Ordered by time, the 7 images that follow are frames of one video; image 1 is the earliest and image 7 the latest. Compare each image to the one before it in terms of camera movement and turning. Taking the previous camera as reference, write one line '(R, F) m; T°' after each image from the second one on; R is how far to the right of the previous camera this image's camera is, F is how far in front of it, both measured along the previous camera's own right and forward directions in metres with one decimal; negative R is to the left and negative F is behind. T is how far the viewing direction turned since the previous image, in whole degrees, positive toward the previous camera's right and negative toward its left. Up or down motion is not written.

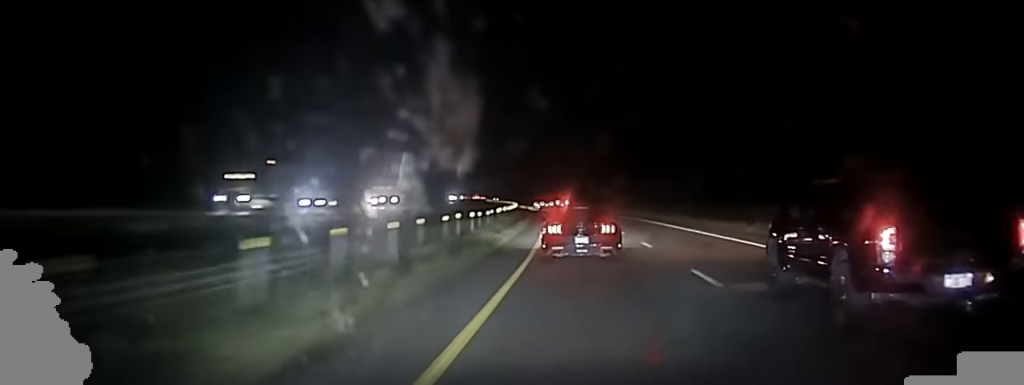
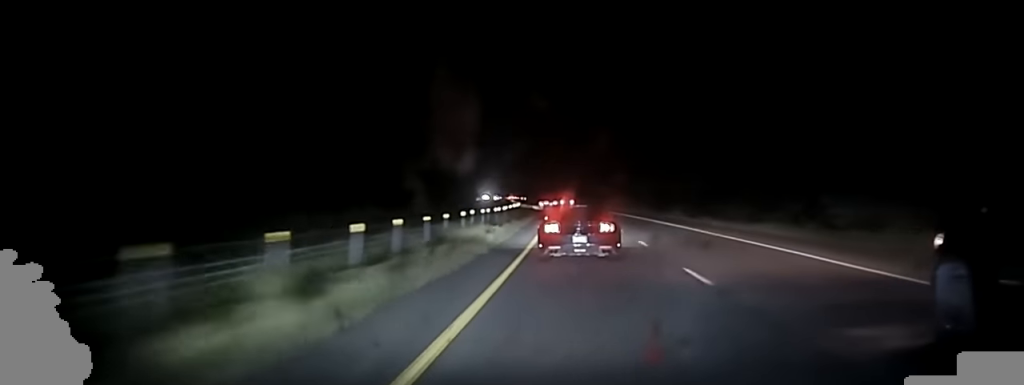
(-1.8, +85.5) m; -3°
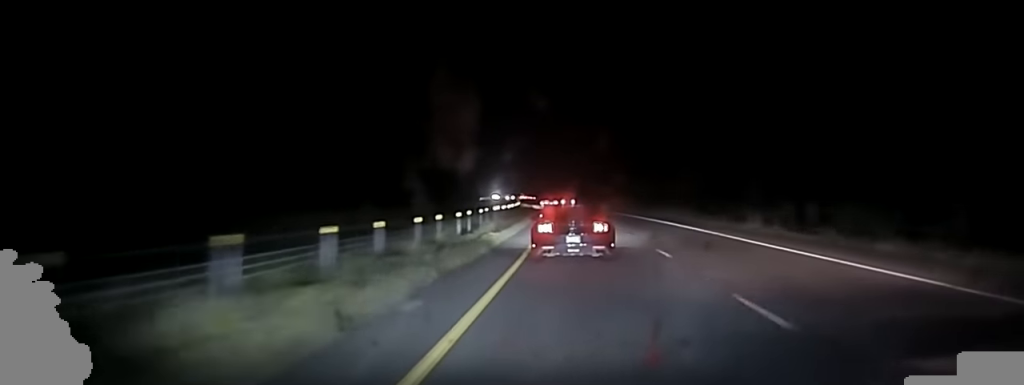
(-0.5, +30.1) m; -1°
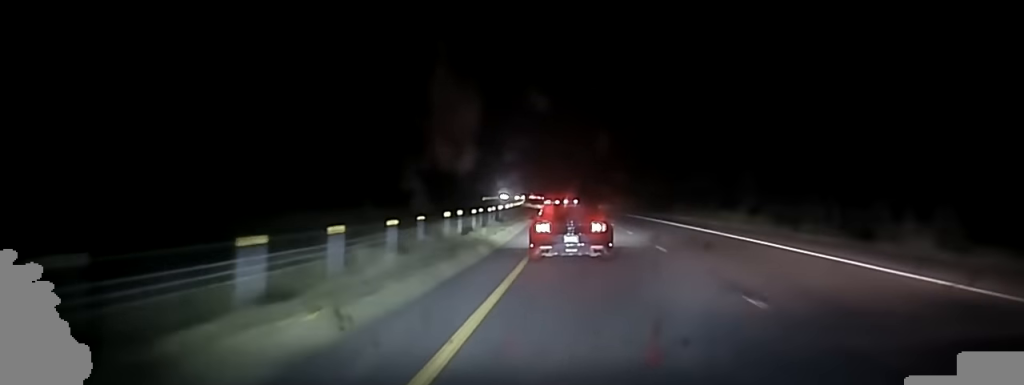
(0.0, +22.9) m; -1°
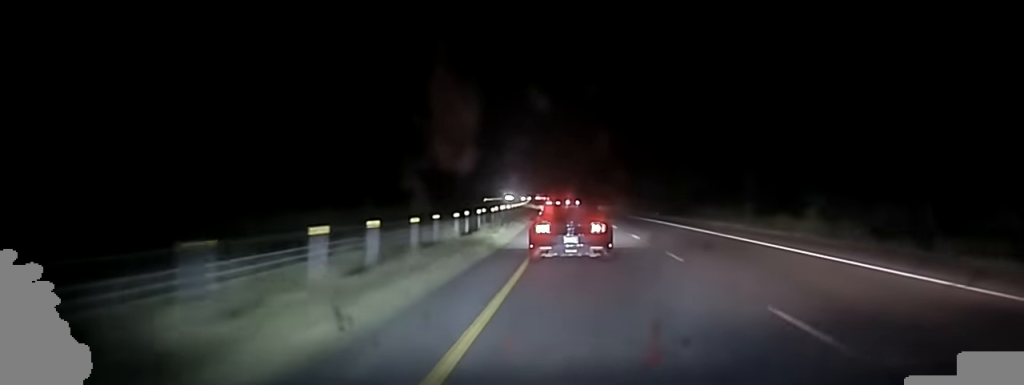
(-0.2, +14.4) m; 0°
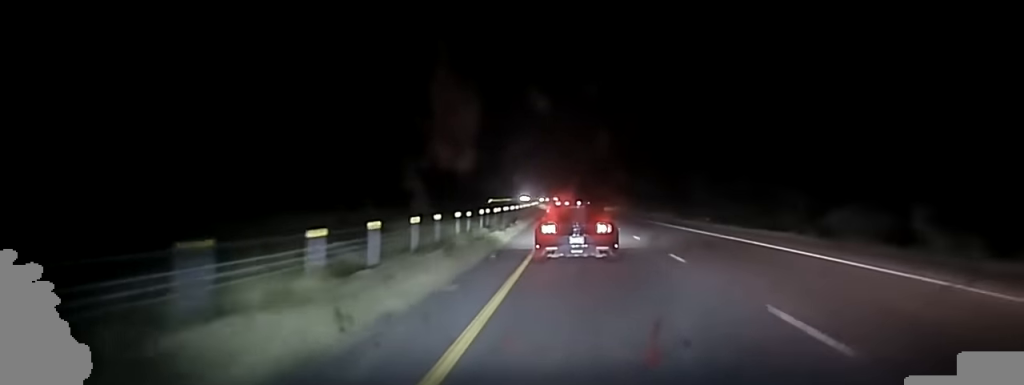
(-0.3, +37.4) m; 0°
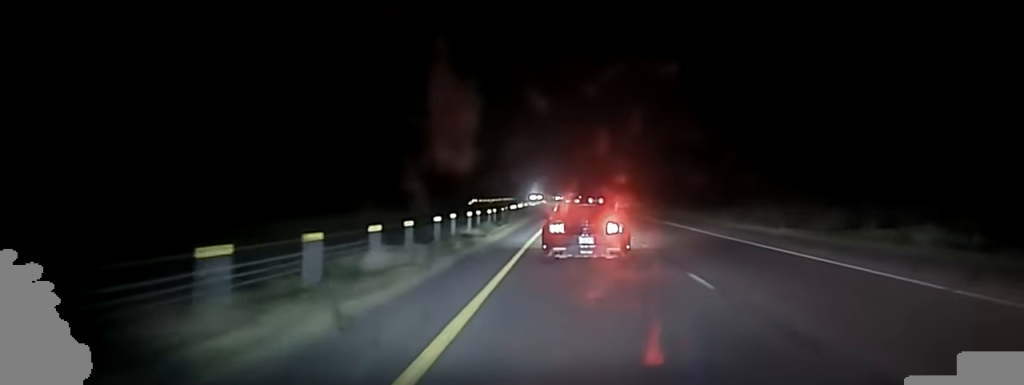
(-0.4, +67.5) m; -1°
